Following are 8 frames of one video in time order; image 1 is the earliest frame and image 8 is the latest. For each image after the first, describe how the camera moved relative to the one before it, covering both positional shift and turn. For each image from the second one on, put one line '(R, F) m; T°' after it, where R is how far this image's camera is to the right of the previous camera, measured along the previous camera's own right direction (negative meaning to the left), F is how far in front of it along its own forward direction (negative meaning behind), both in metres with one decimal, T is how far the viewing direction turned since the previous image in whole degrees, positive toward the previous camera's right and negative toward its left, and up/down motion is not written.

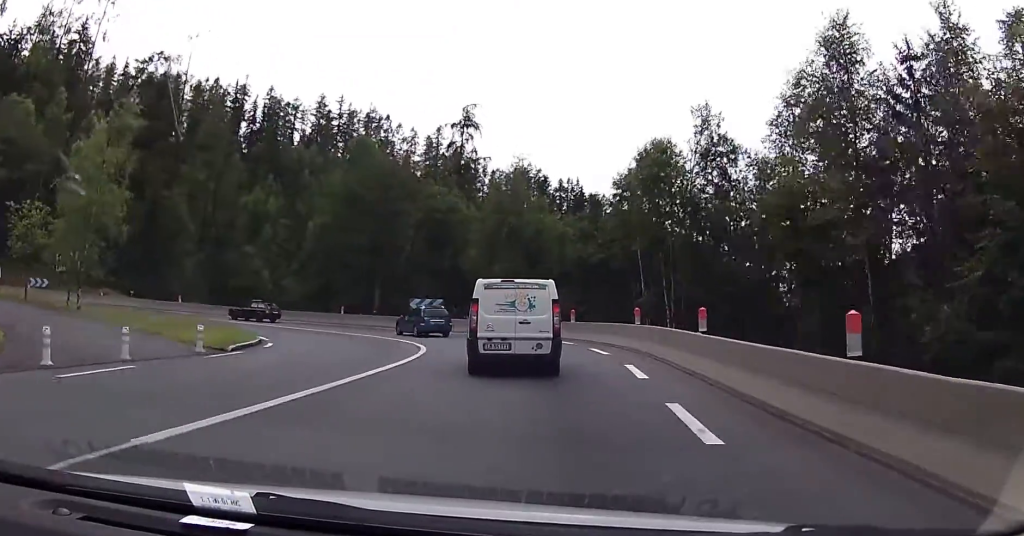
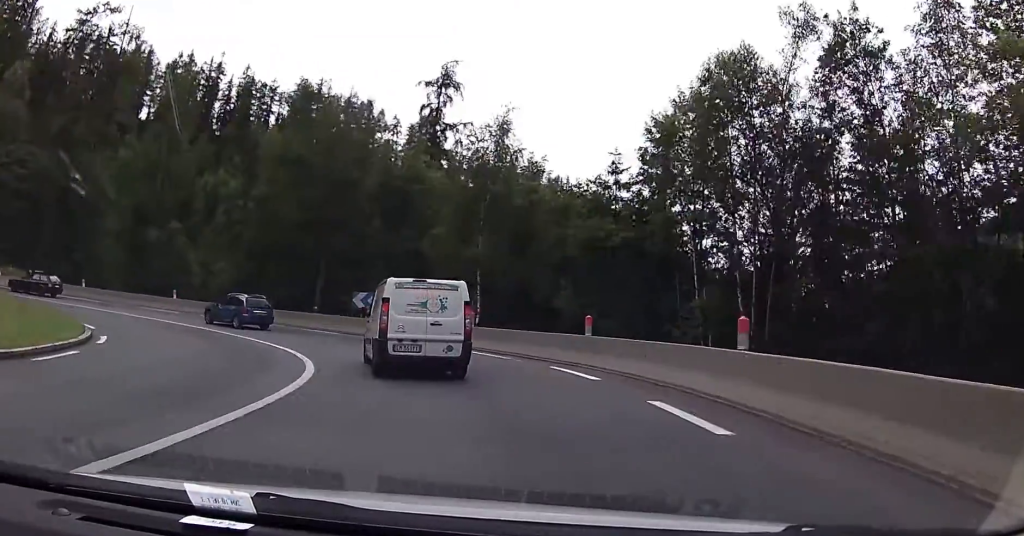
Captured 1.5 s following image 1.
(+0.6, +13.4) m; +2°
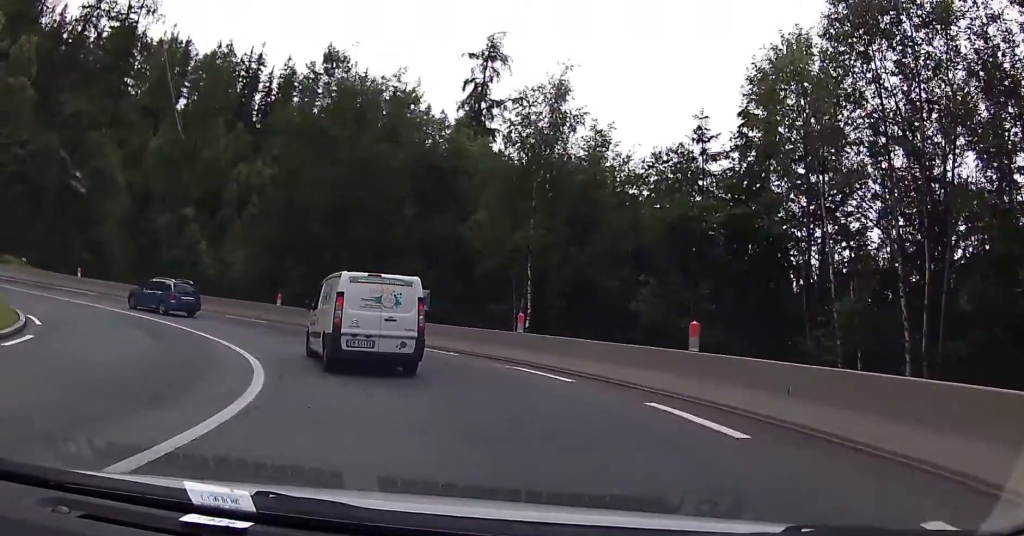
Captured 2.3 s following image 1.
(0.0, +6.1) m; 0°
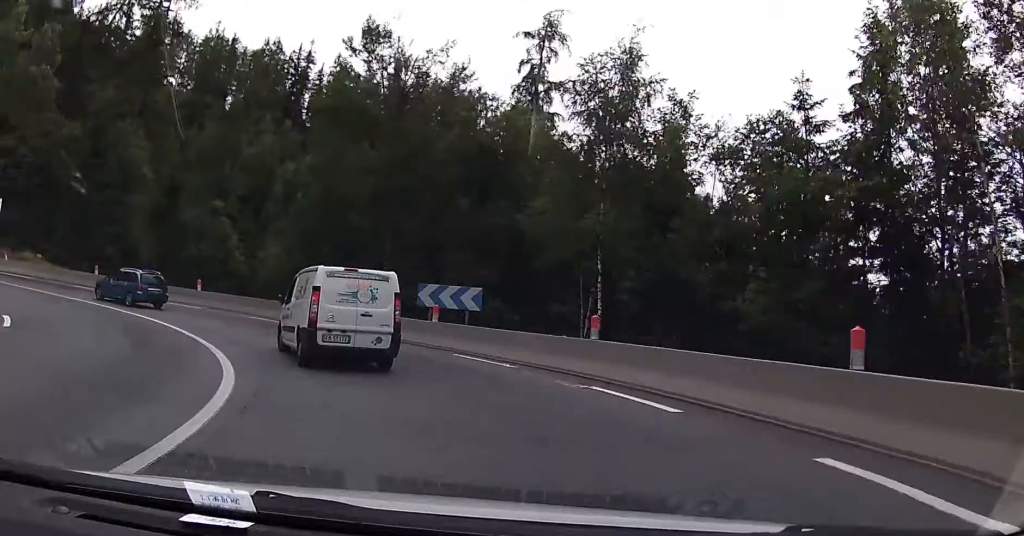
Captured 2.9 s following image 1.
(-0.1, +4.0) m; 0°
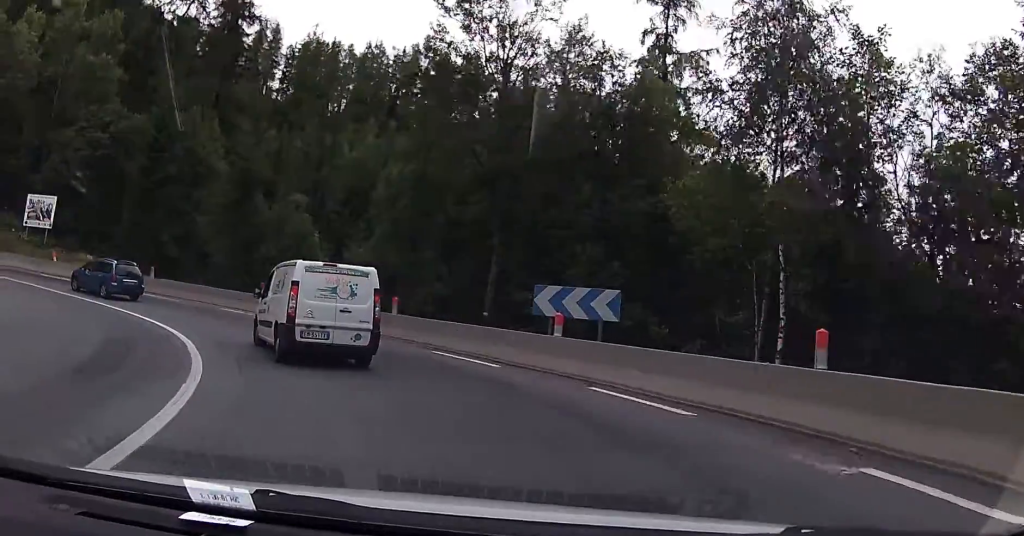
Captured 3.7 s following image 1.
(0.0, +6.1) m; -1°
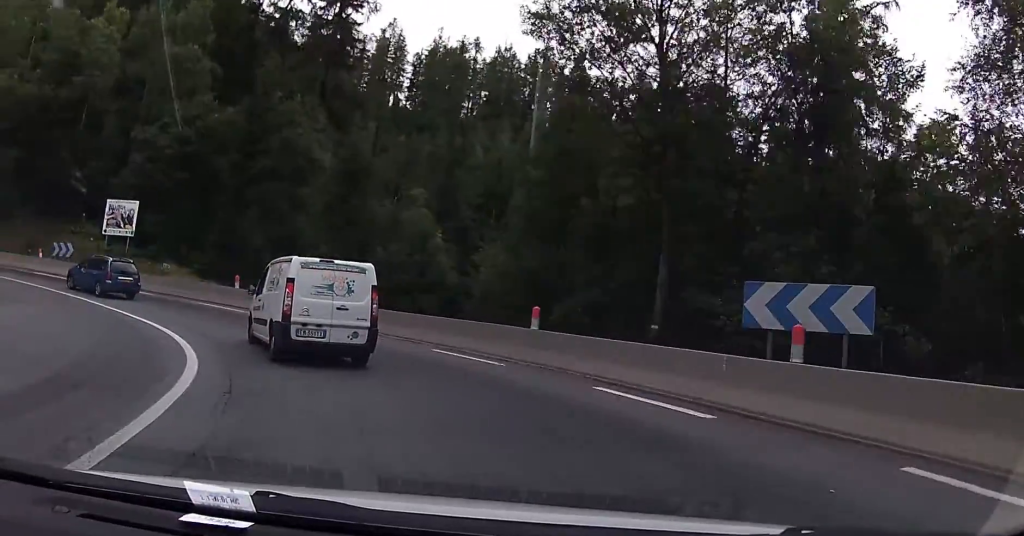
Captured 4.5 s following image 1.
(-0.1, +6.2) m; -6°
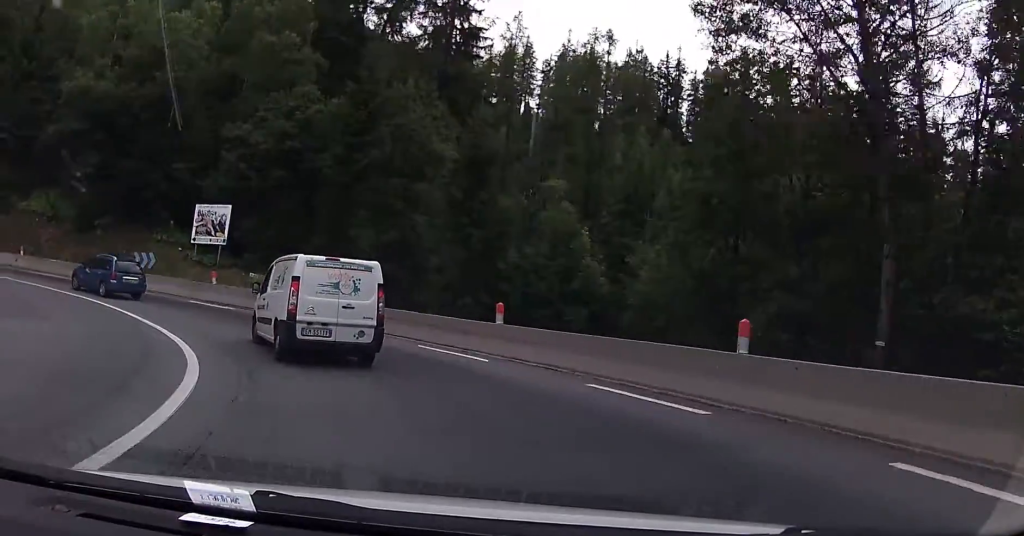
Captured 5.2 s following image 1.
(-0.1, +5.6) m; -10°
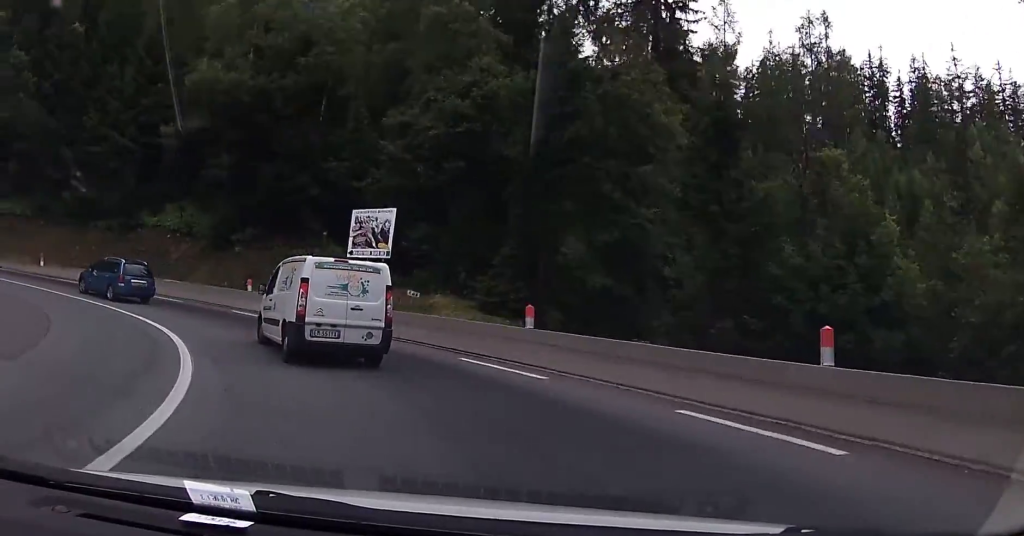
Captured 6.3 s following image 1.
(-1.7, +8.5) m; -17°
